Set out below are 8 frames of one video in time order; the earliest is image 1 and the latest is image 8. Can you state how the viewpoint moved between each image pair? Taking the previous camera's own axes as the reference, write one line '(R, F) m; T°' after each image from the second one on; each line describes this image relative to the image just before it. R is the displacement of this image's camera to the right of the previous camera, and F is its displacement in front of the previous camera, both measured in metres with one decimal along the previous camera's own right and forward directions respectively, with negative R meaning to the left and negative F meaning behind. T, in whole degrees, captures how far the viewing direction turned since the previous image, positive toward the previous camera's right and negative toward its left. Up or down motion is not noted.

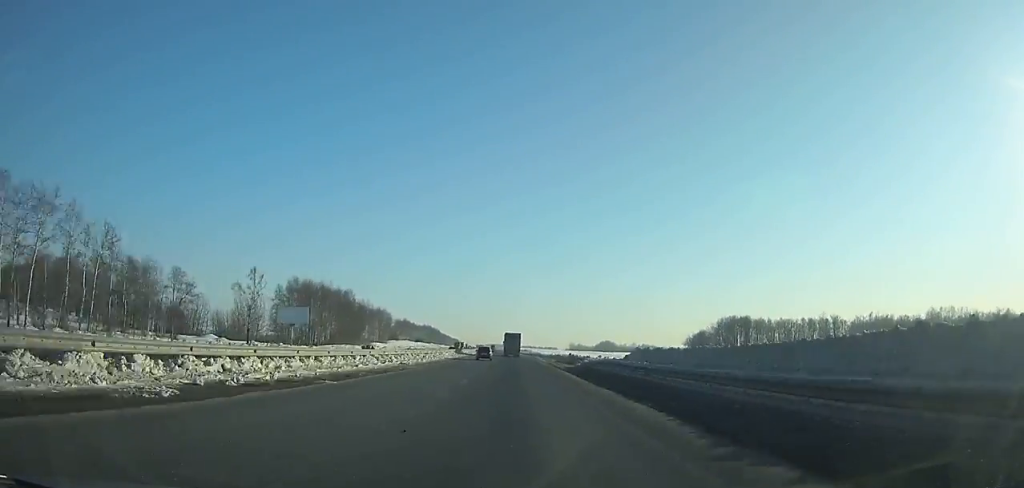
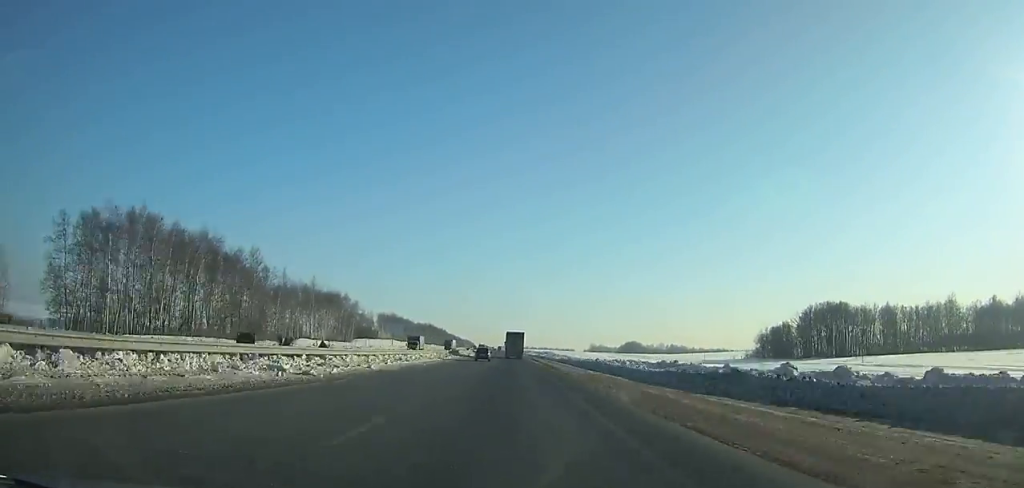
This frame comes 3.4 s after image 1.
(-0.9, +78.2) m; -1°
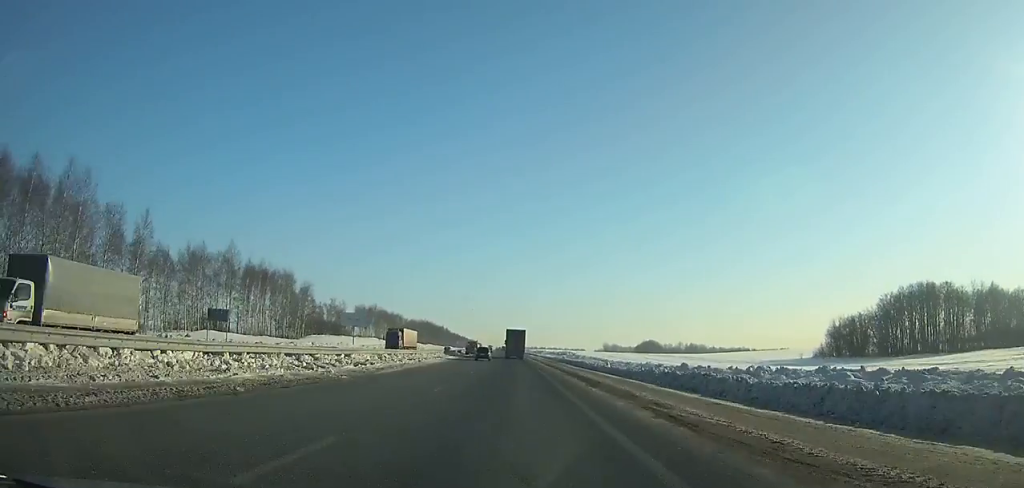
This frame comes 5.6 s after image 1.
(-0.7, +51.1) m; -1°
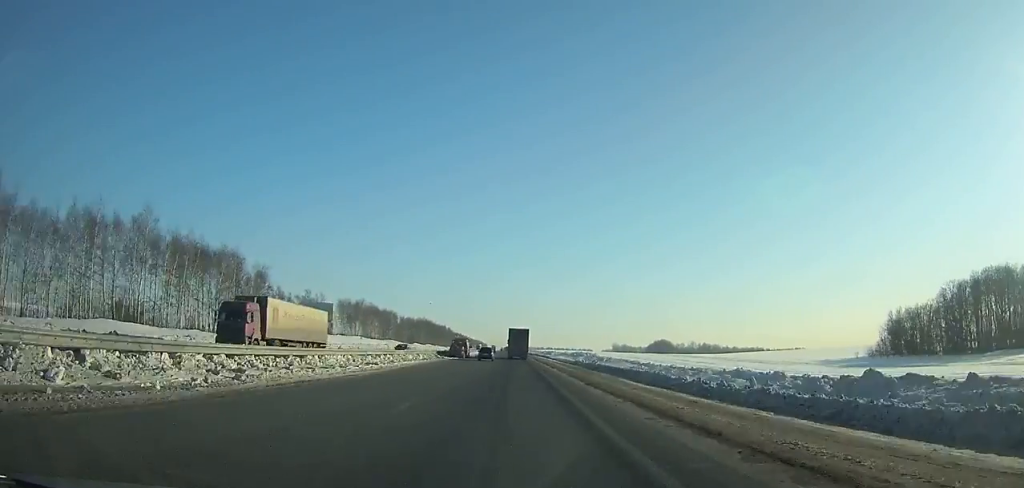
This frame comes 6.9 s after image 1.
(-0.2, +30.4) m; 0°
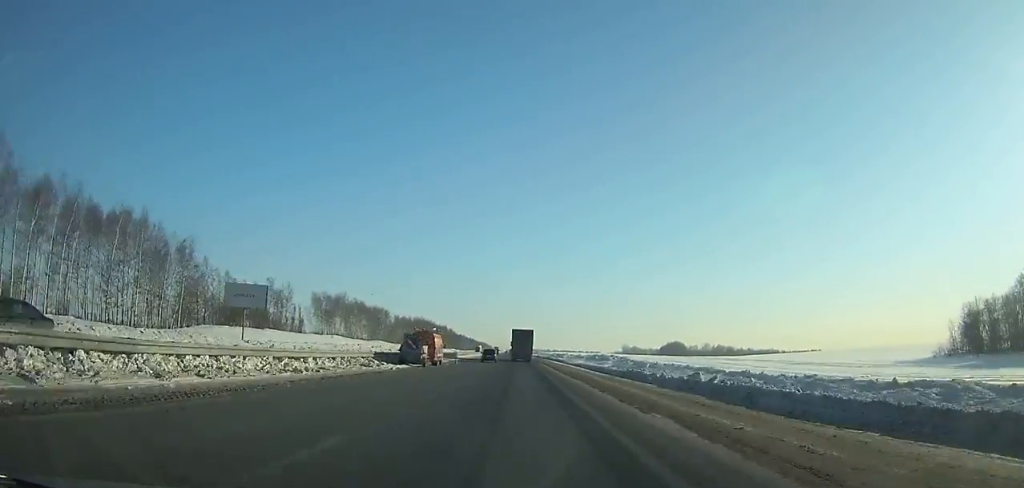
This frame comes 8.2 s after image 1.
(-0.3, +30.6) m; 0°
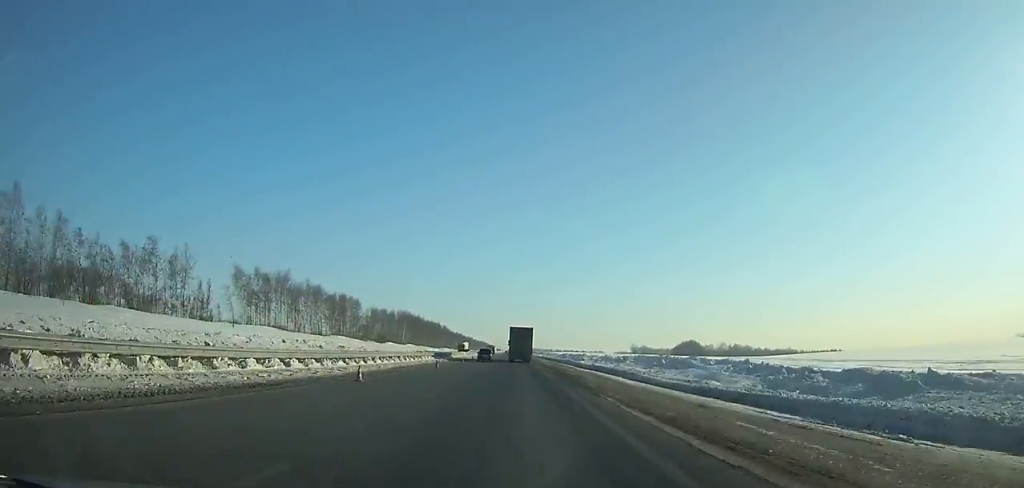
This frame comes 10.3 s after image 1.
(-0.2, +49.8) m; 0°
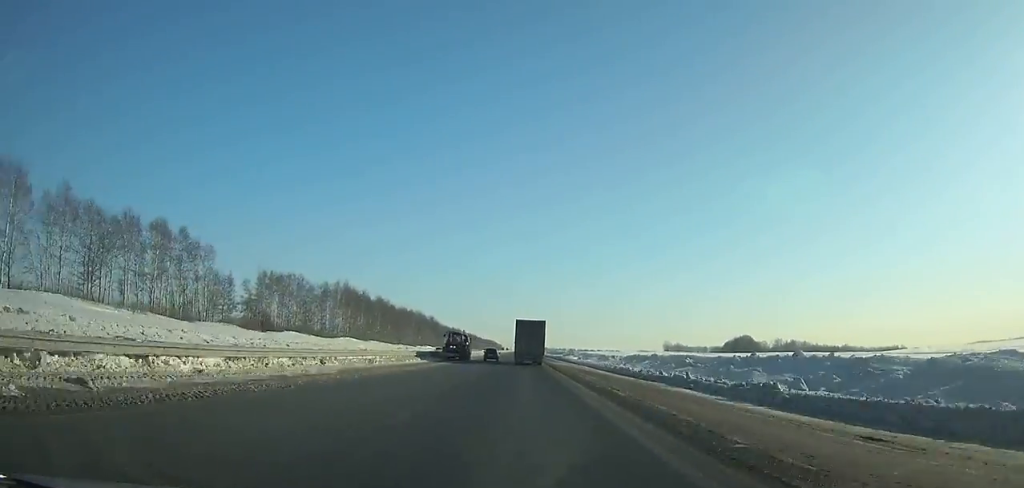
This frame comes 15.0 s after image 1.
(-0.4, +113.4) m; -1°
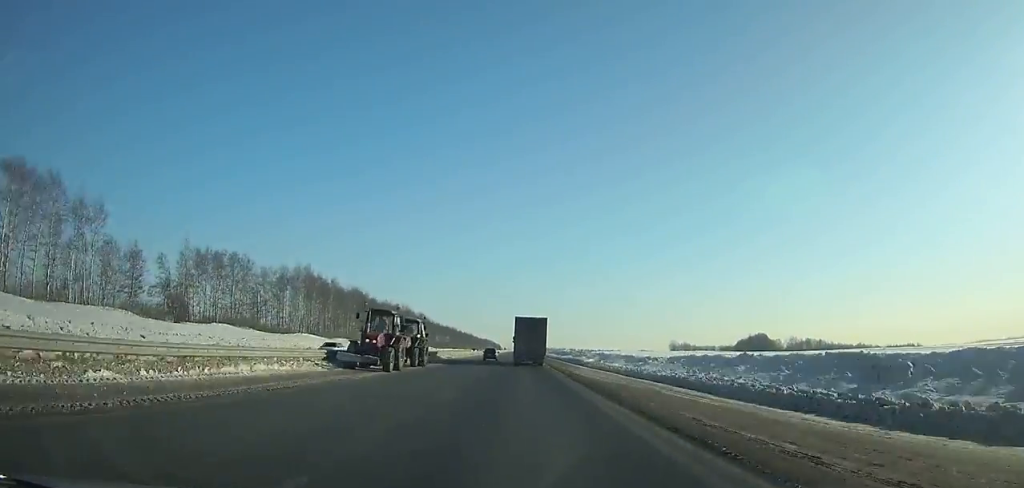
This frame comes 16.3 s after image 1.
(-0.1, +32.2) m; 0°
